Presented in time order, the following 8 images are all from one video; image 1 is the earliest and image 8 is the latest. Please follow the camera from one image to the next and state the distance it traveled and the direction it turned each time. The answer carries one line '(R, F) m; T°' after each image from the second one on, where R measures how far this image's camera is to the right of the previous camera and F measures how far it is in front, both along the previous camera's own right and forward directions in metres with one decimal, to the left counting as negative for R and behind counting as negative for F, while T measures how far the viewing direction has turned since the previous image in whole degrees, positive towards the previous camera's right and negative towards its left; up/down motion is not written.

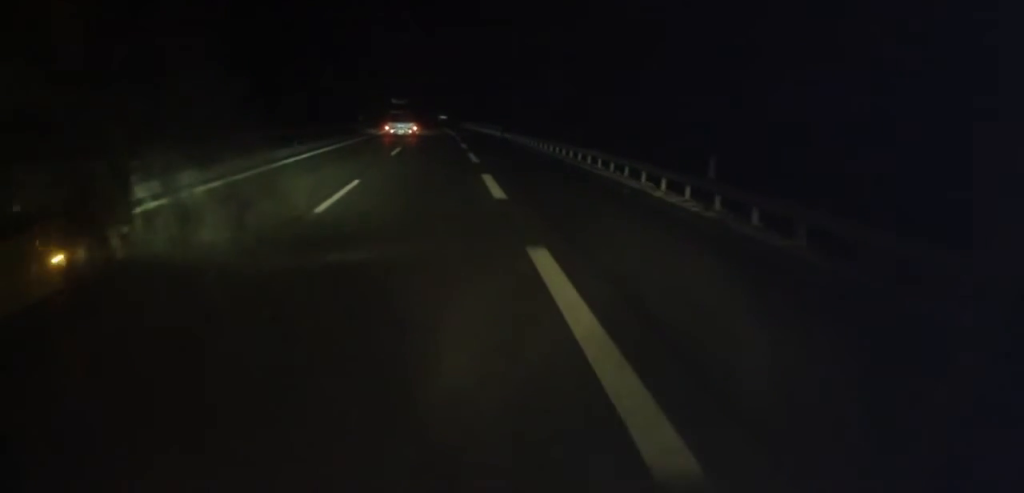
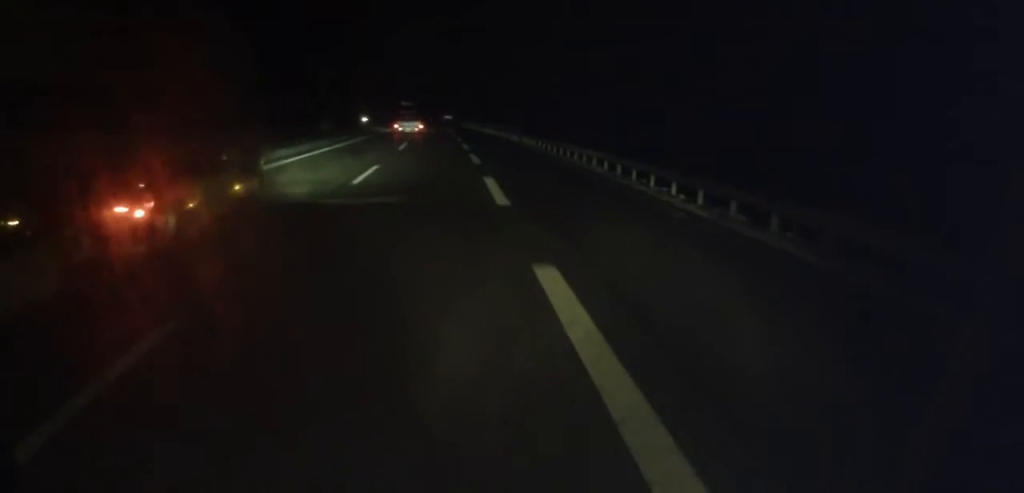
(-0.3, +12.9) m; -1°
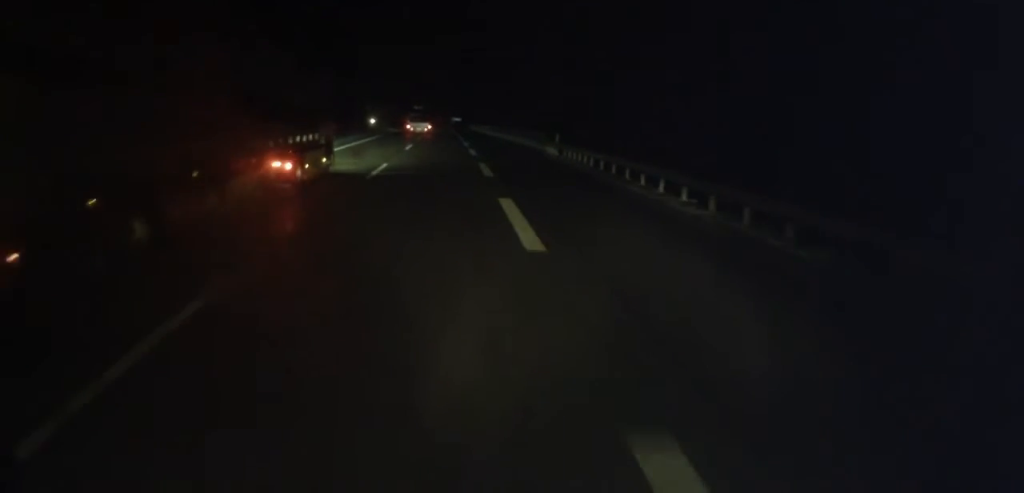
(-0.1, +16.3) m; -1°
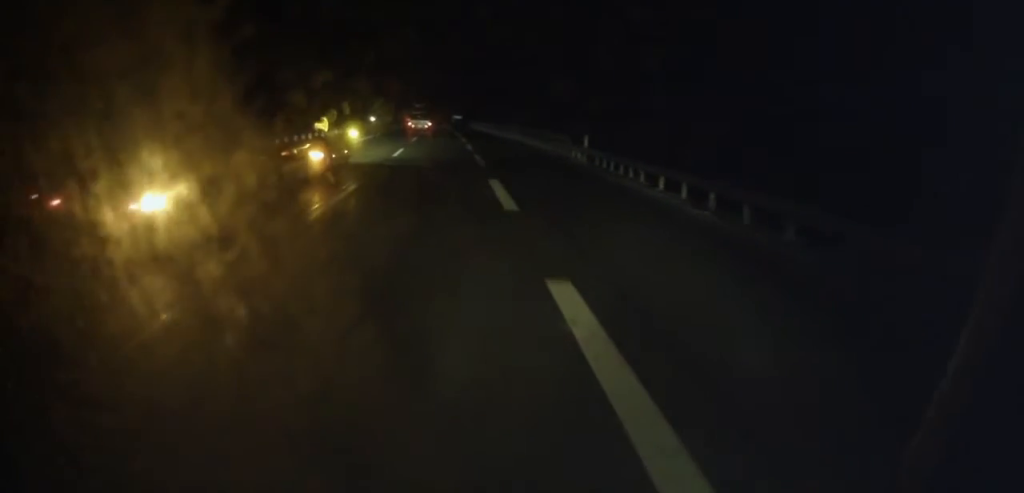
(0.0, +7.9) m; 0°
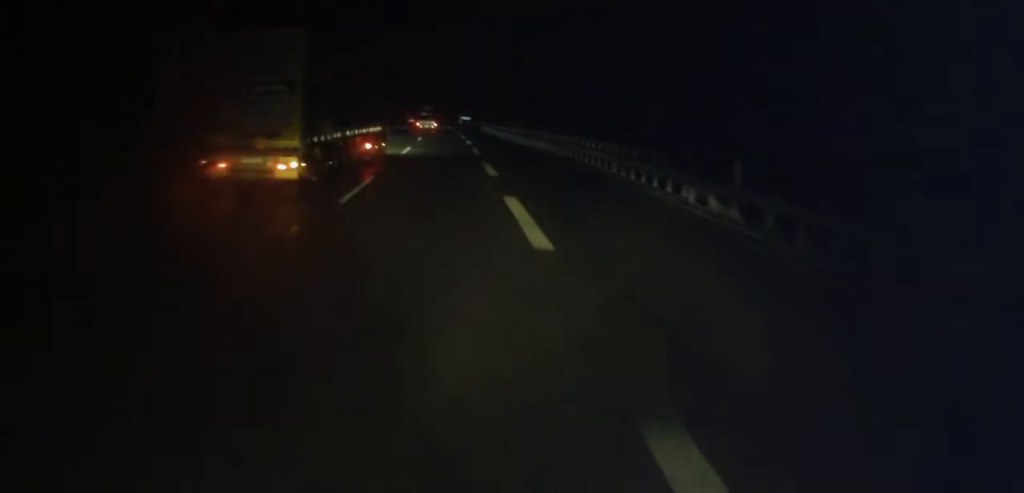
(-0.2, +15.3) m; 0°
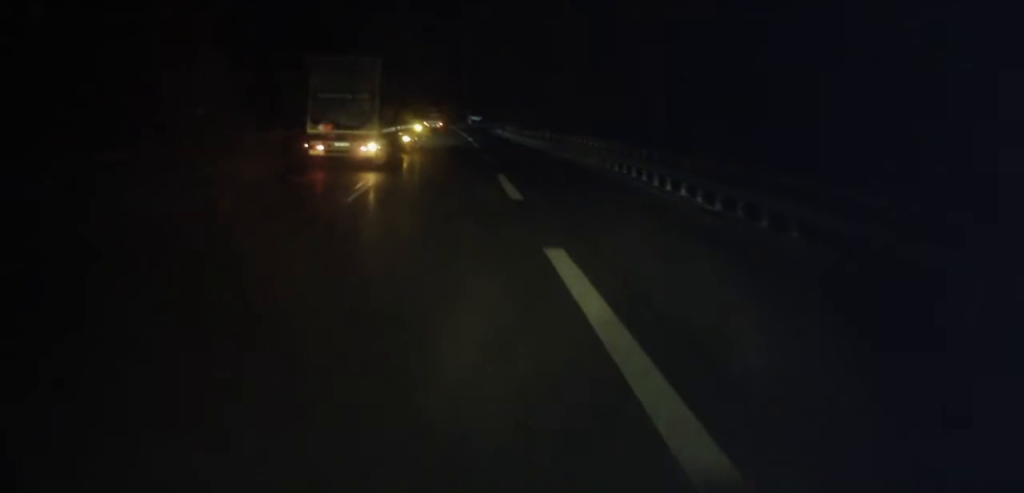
(+0.2, +17.8) m; 0°
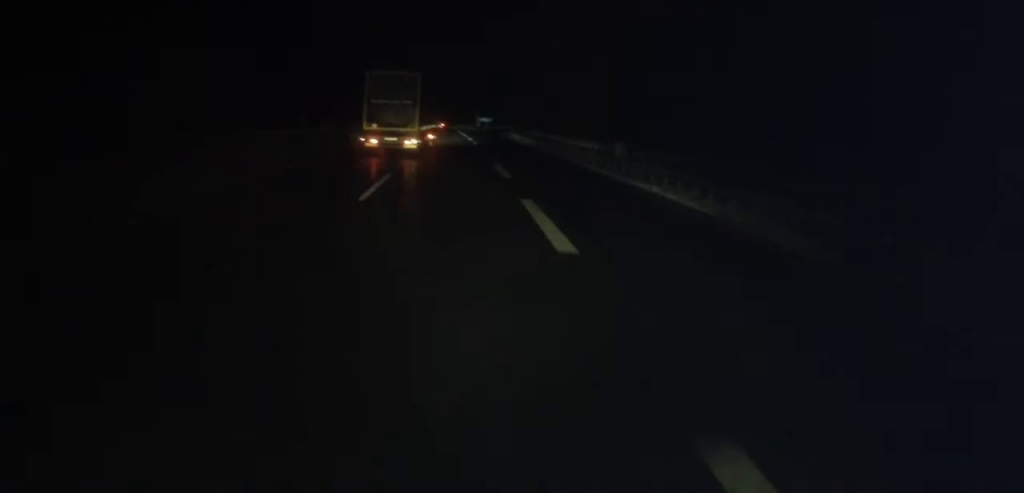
(-0.4, +19.6) m; -1°
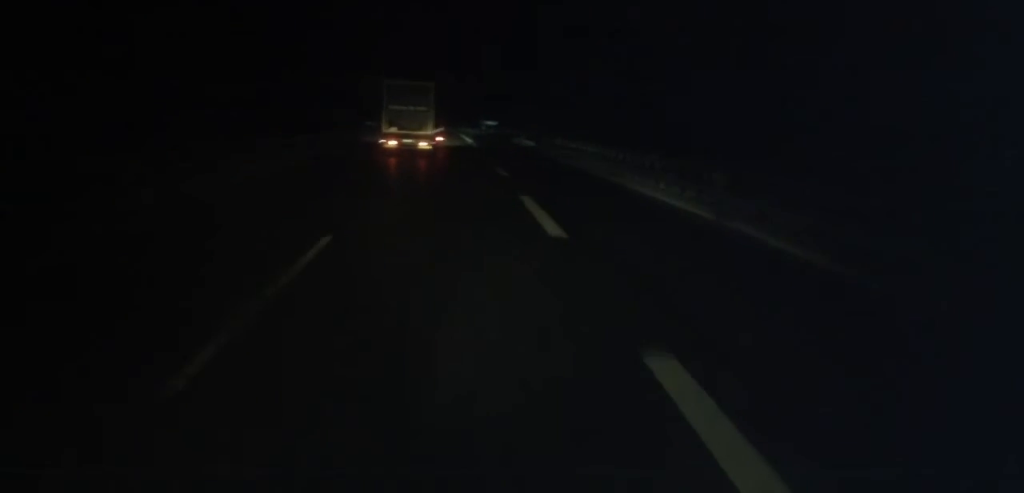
(0.0, +9.8) m; 0°
